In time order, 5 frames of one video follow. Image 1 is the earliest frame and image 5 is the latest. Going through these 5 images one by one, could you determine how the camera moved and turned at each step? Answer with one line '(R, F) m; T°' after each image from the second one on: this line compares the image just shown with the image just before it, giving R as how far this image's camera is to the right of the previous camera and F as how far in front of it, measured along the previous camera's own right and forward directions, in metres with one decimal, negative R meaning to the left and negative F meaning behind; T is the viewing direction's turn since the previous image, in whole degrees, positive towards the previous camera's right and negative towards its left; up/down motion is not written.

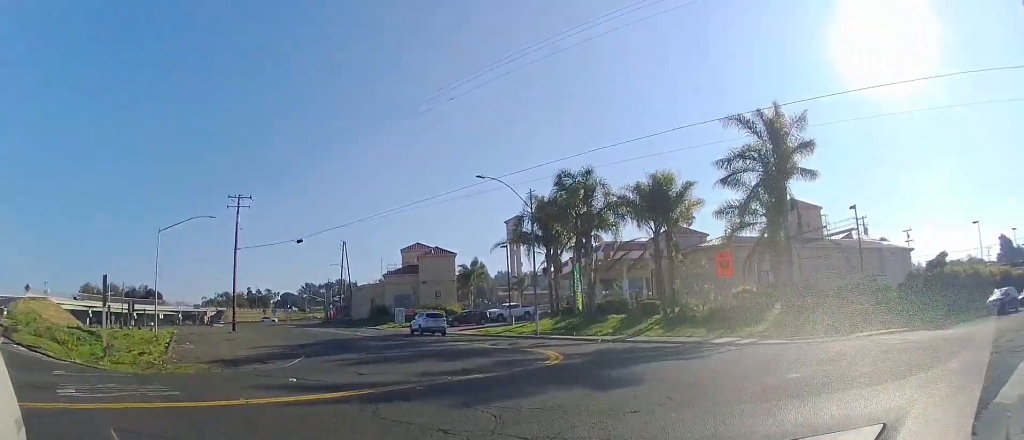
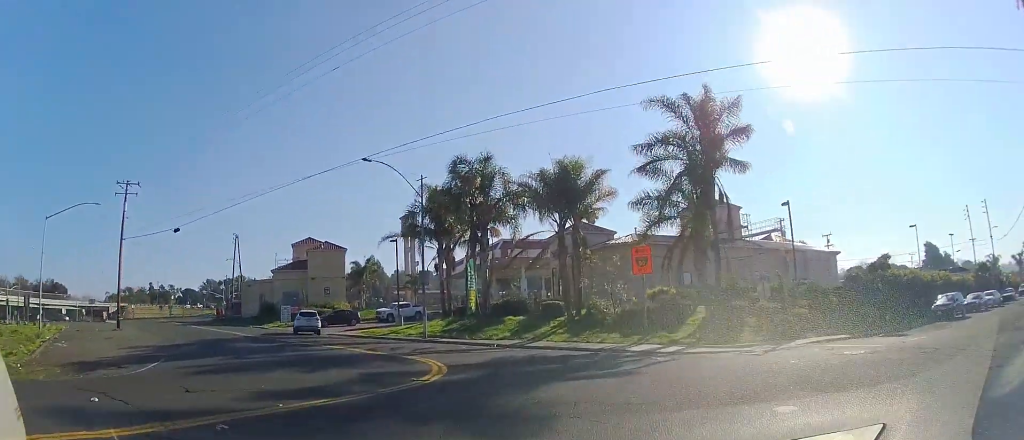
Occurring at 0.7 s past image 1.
(+0.1, +2.5) m; +6°
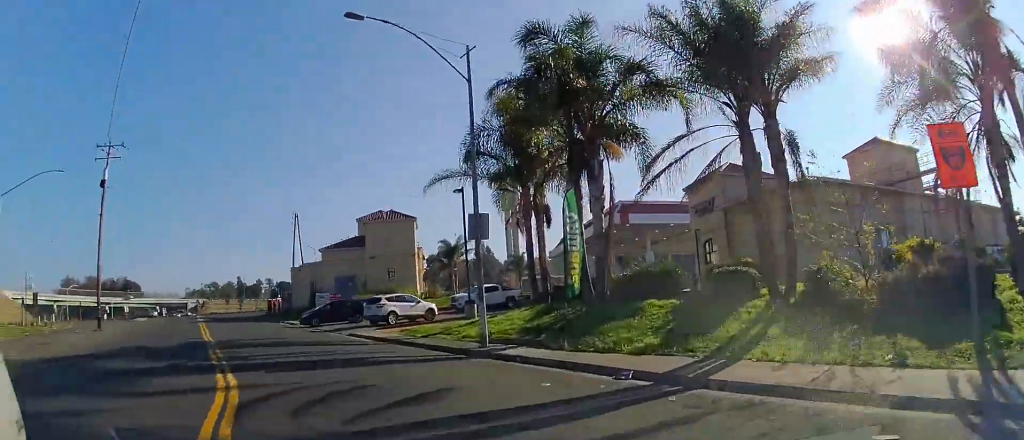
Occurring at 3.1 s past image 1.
(-0.5, +13.5) m; -19°
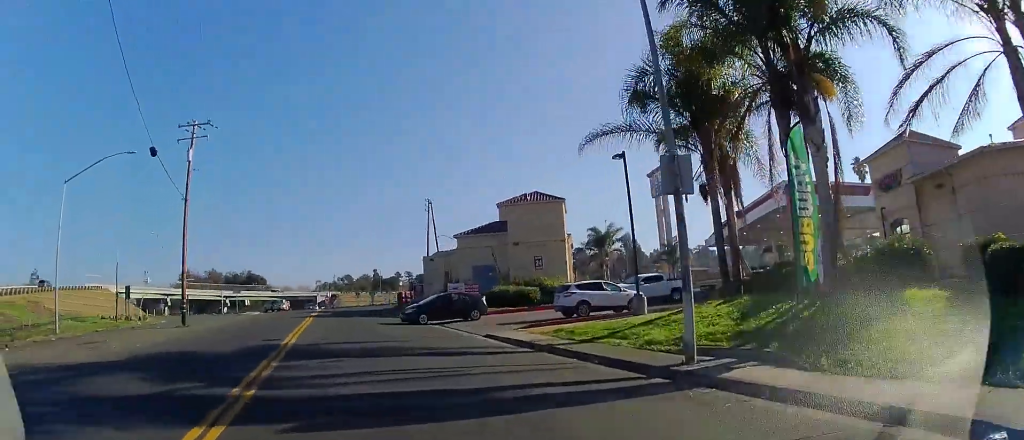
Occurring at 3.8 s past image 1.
(-0.7, +5.3) m; -13°
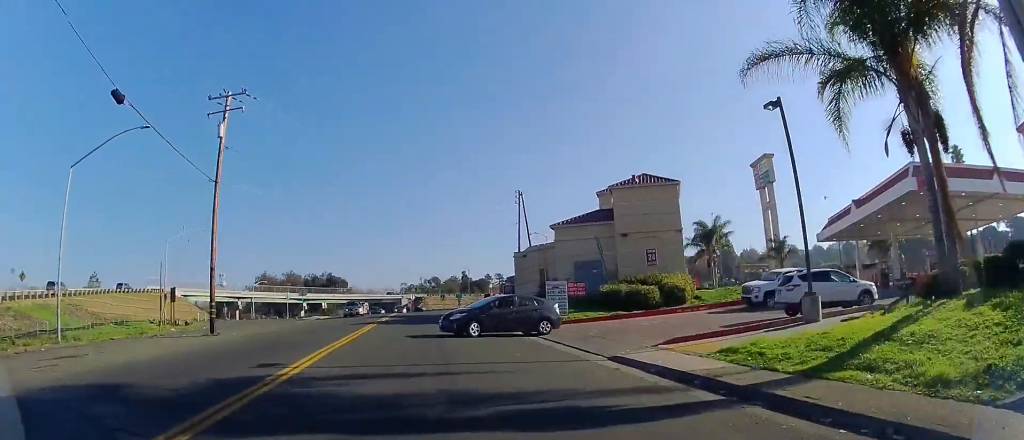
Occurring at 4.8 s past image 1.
(-0.9, +6.9) m; -9°
